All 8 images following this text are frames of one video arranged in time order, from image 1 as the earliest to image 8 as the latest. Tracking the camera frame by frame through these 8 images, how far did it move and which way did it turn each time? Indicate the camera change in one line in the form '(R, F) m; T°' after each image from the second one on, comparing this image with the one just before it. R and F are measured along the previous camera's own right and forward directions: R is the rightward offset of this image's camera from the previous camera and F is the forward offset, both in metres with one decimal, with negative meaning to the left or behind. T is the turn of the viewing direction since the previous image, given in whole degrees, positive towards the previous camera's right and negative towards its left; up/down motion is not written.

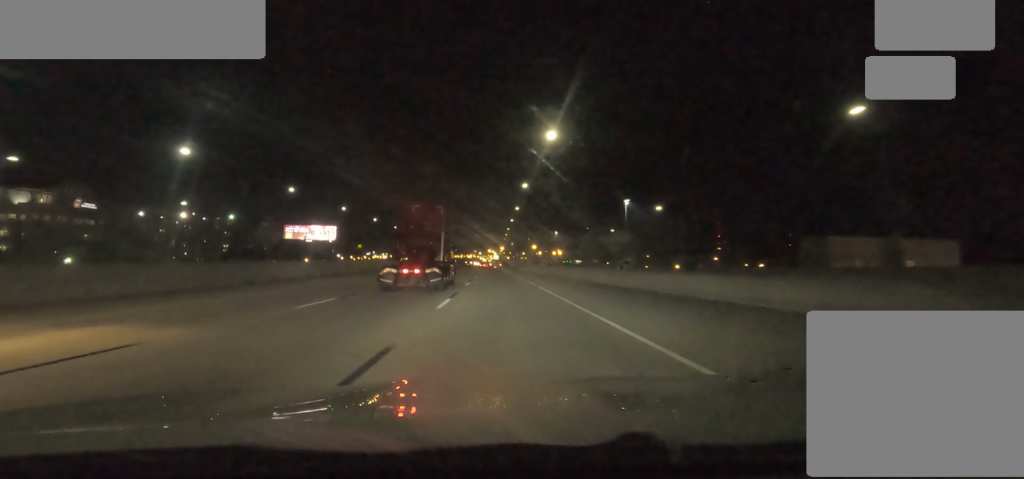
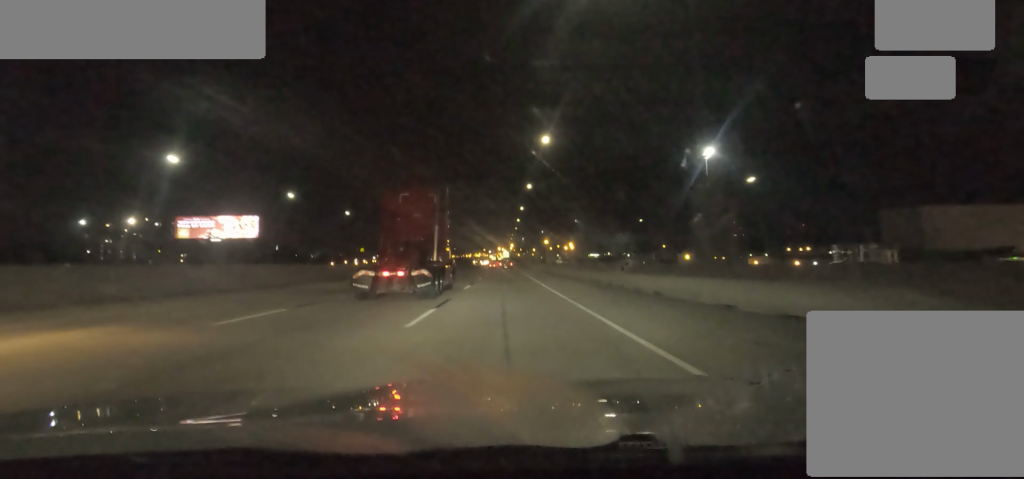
(-0.4, +59.2) m; 0°
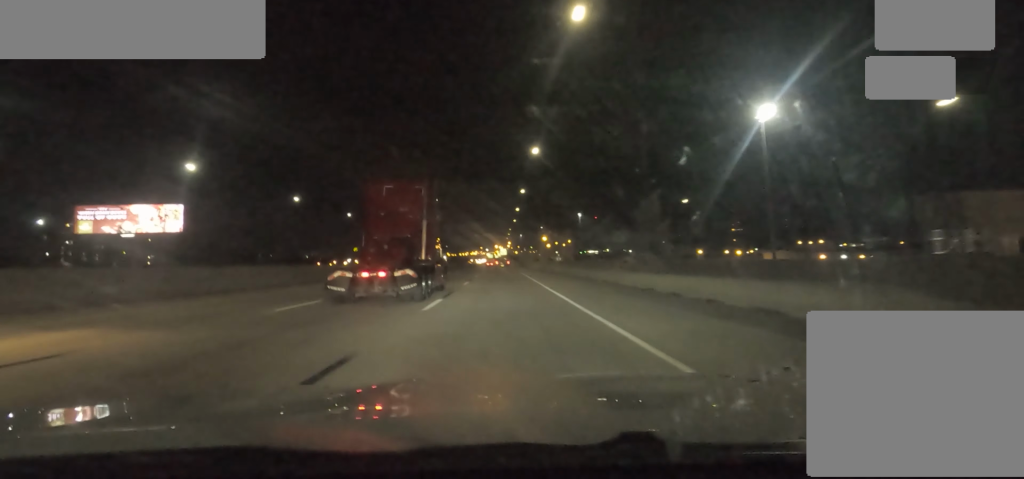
(+0.2, +24.3) m; +1°
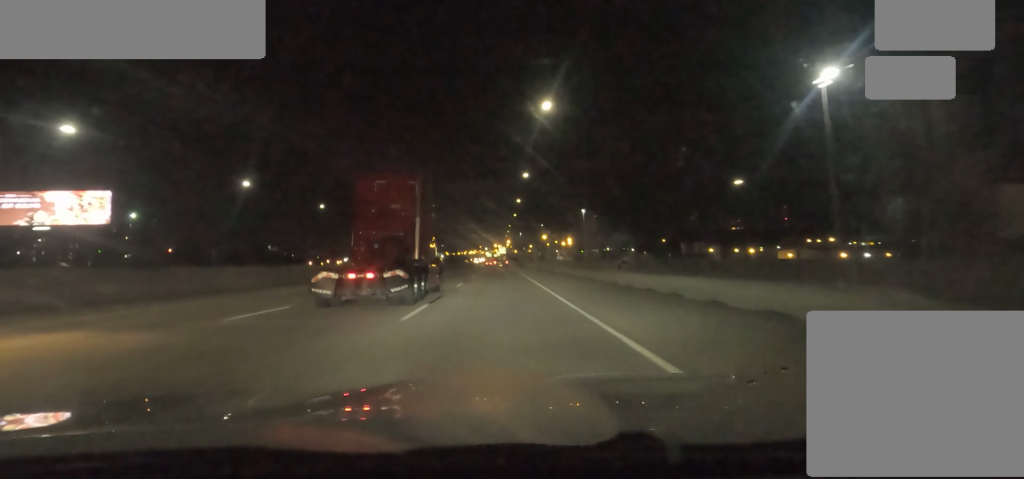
(-0.3, +15.0) m; 0°
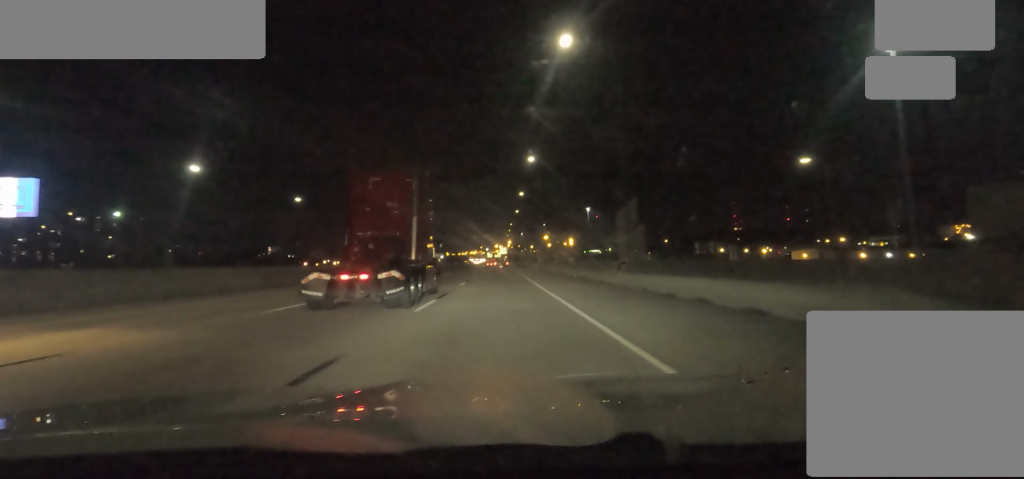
(+0.5, +11.7) m; 0°
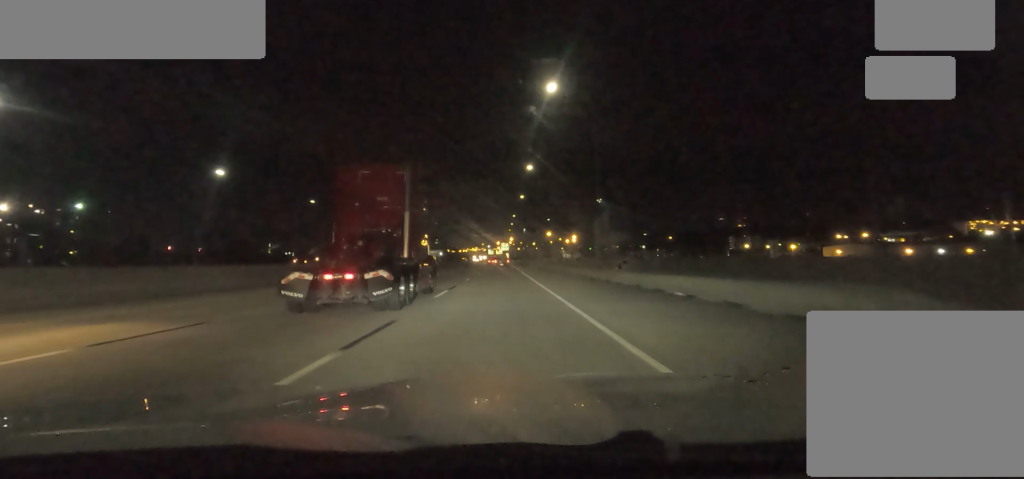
(-0.3, +23.3) m; 0°
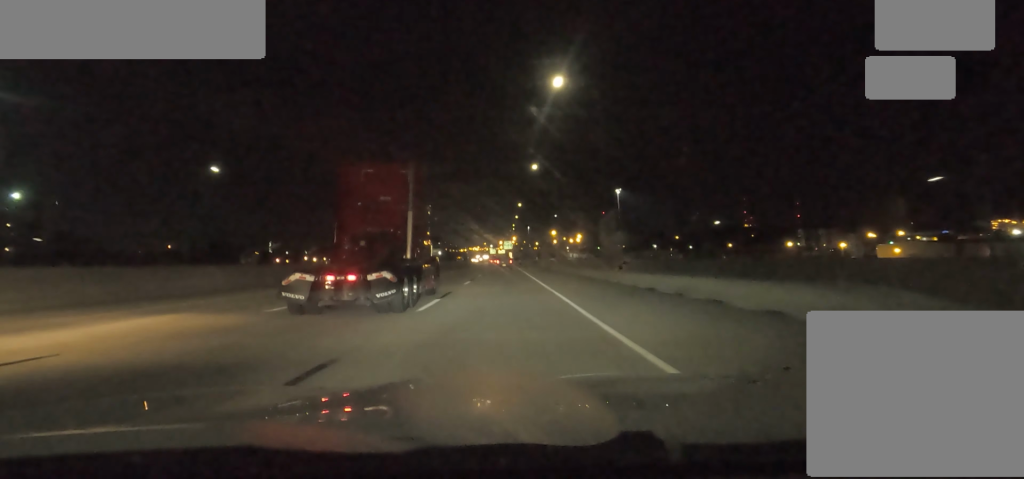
(+0.8, +31.2) m; 0°
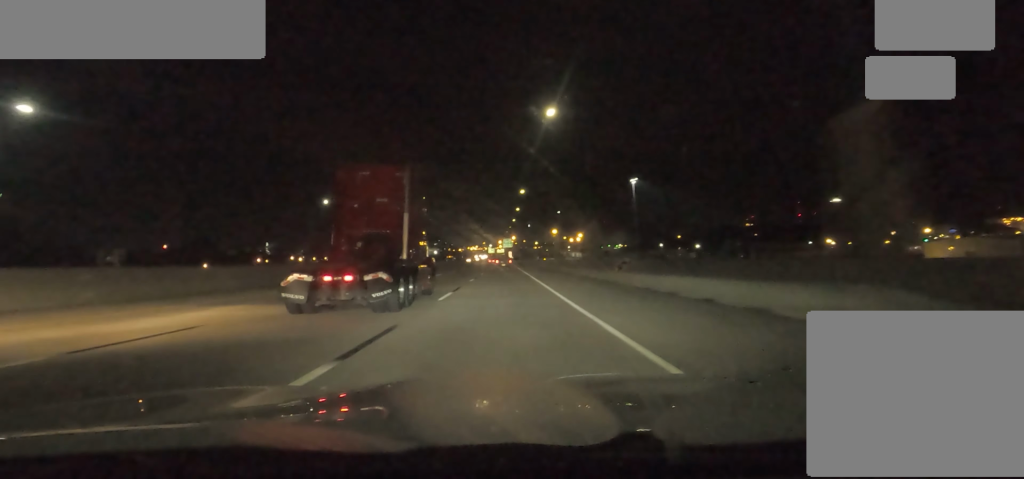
(-1.2, +24.4) m; -3°
